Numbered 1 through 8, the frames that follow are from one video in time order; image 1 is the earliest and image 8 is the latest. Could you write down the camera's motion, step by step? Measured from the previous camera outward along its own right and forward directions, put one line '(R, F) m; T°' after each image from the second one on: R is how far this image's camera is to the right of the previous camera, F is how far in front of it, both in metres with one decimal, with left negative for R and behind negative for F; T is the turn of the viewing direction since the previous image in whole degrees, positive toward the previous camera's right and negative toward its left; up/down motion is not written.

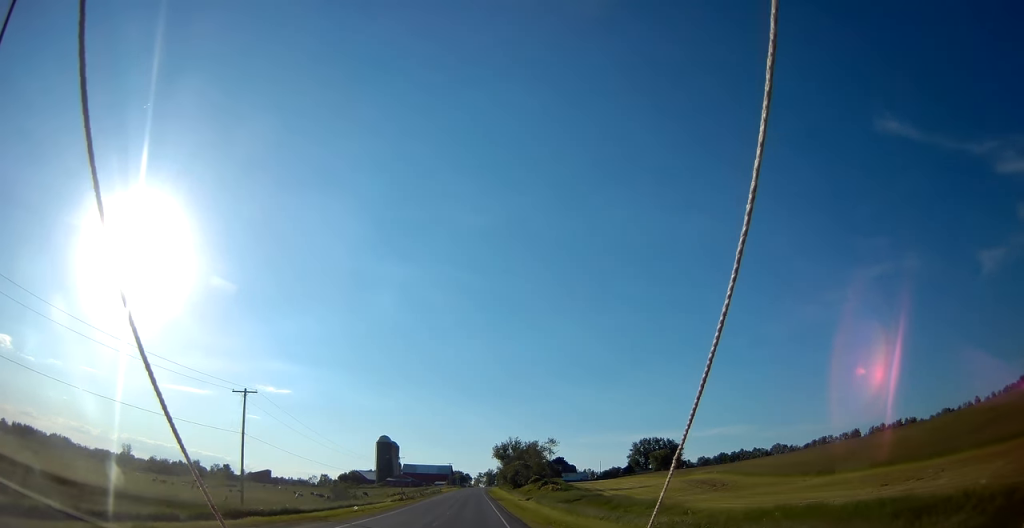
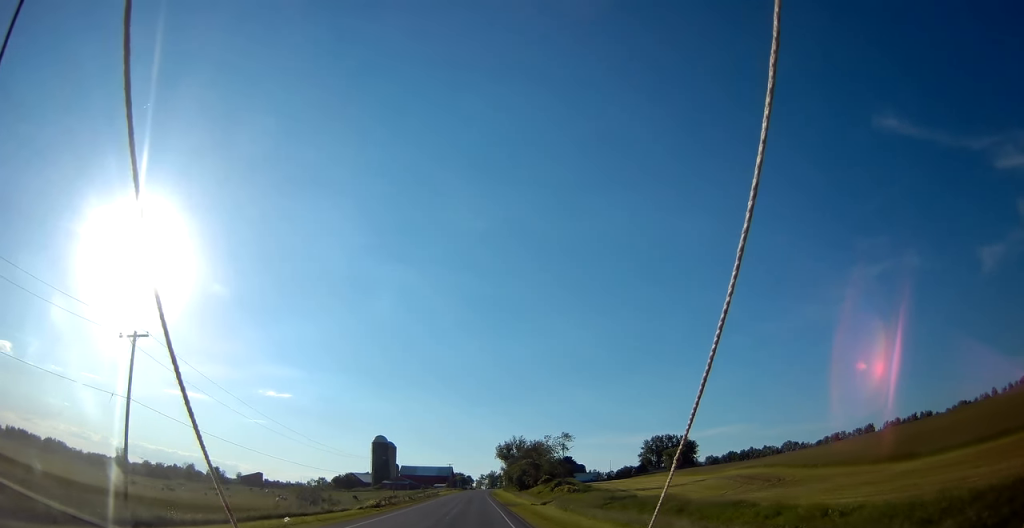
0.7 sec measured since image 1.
(-0.1, +16.8) m; 0°
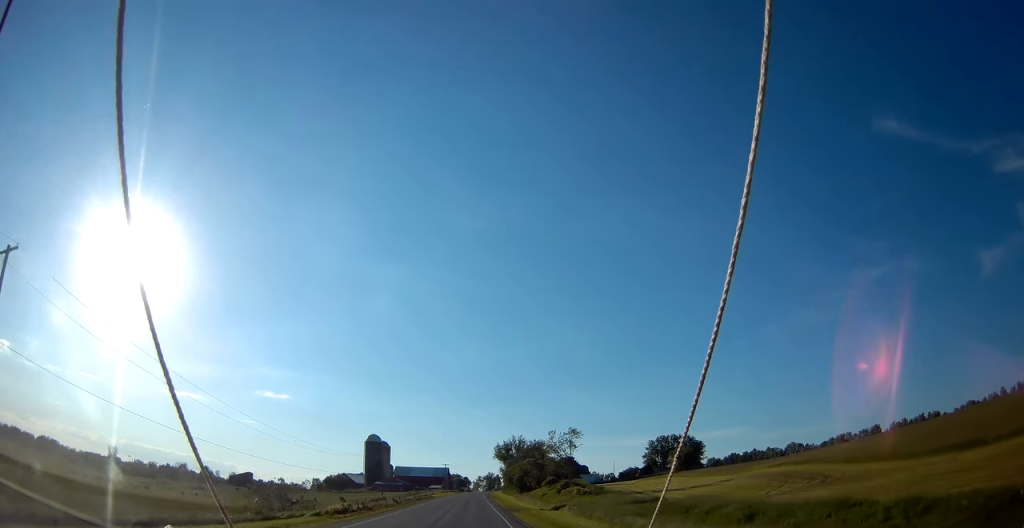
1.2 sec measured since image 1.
(0.0, +11.2) m; 0°
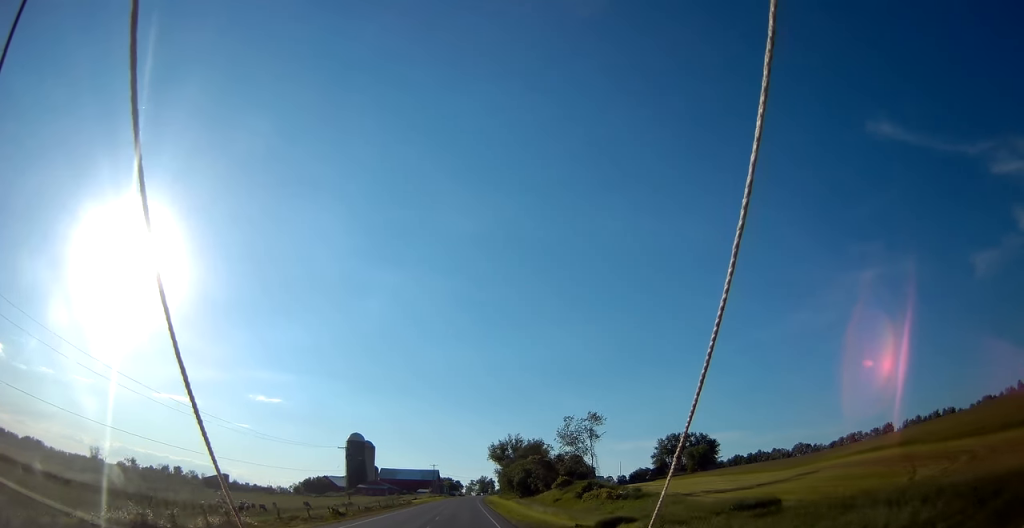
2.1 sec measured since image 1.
(0.0, +23.2) m; +1°
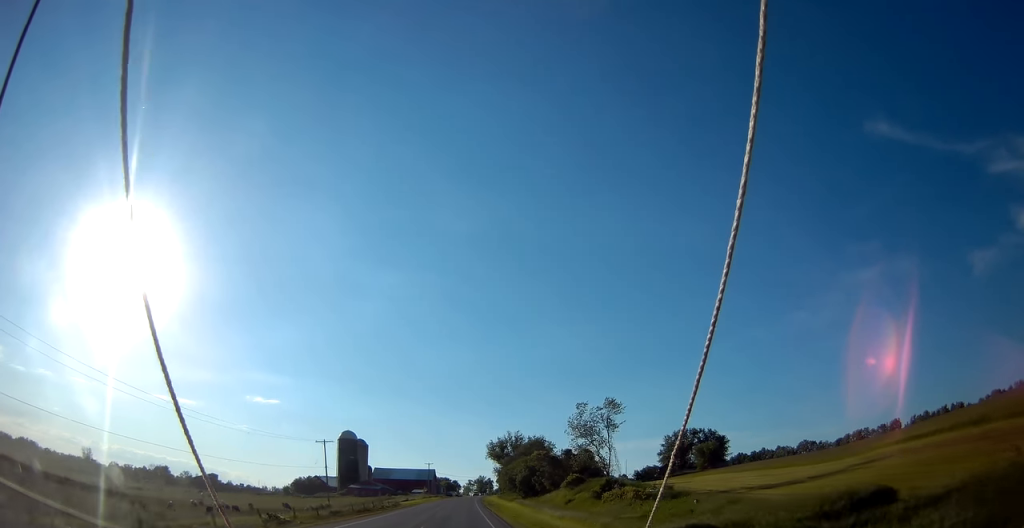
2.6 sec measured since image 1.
(+0.1, +11.2) m; 0°
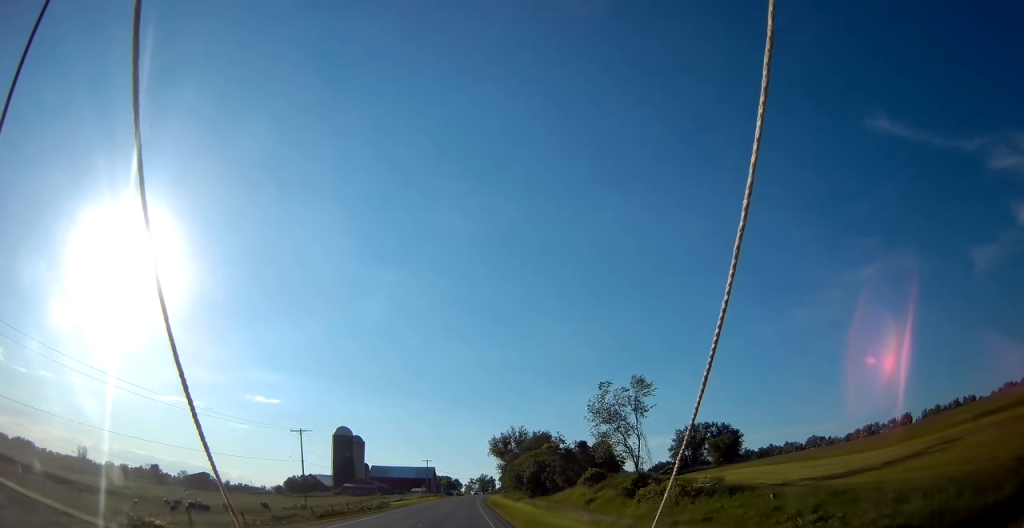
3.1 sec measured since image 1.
(0.0, +11.2) m; 0°
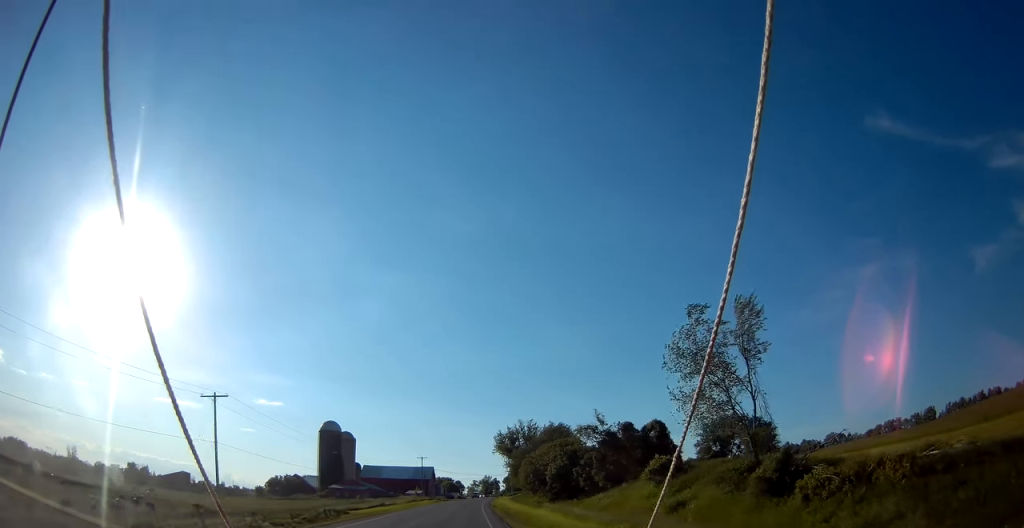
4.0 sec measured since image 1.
(0.0, +23.0) m; 0°
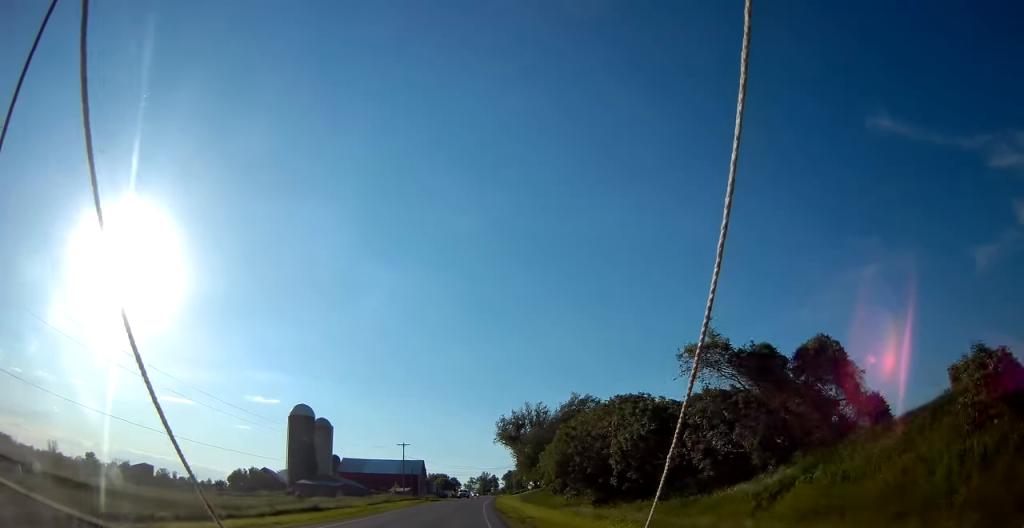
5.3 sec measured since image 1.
(0.0, +29.8) m; 0°
